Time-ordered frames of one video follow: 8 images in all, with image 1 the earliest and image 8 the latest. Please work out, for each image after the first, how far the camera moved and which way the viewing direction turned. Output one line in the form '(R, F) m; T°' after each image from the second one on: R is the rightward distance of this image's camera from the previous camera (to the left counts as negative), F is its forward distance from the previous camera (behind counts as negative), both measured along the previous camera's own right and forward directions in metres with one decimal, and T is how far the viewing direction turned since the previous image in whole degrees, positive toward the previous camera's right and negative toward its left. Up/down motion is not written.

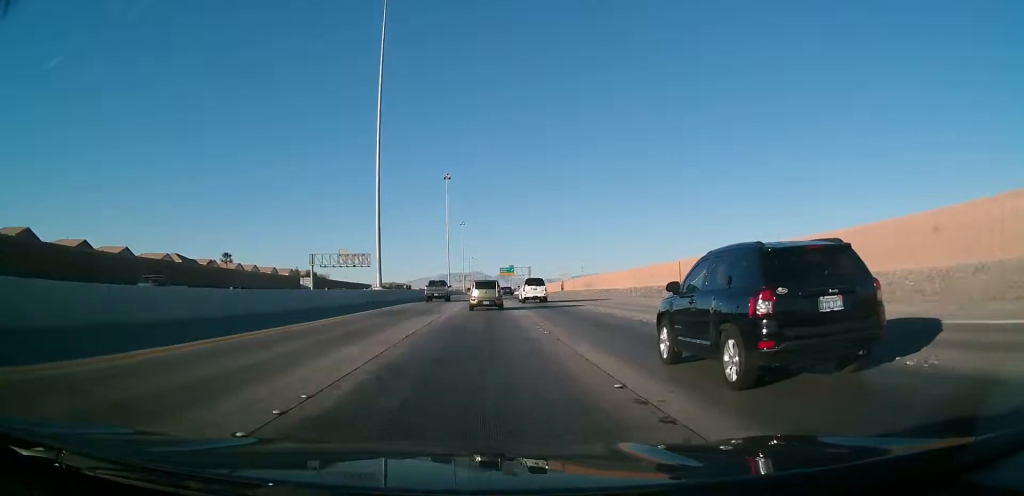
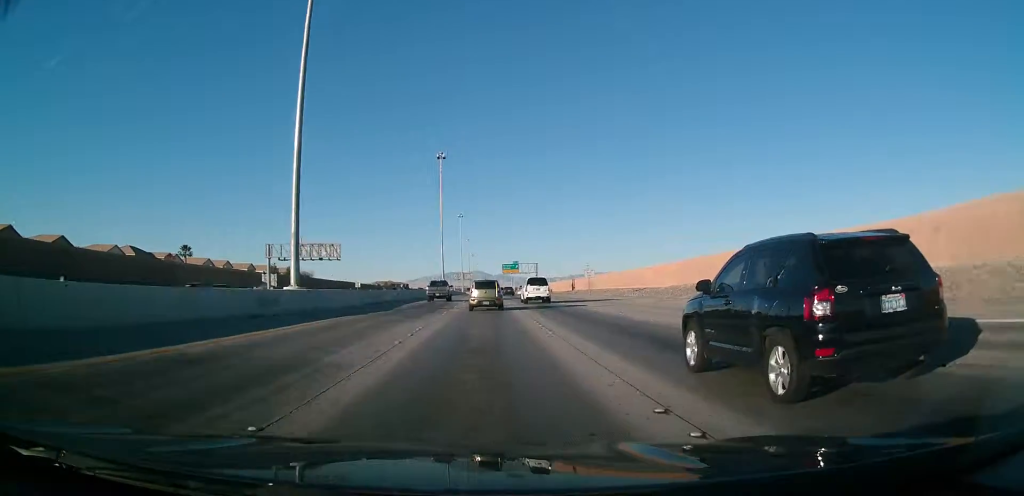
(+0.1, +26.1) m; +1°
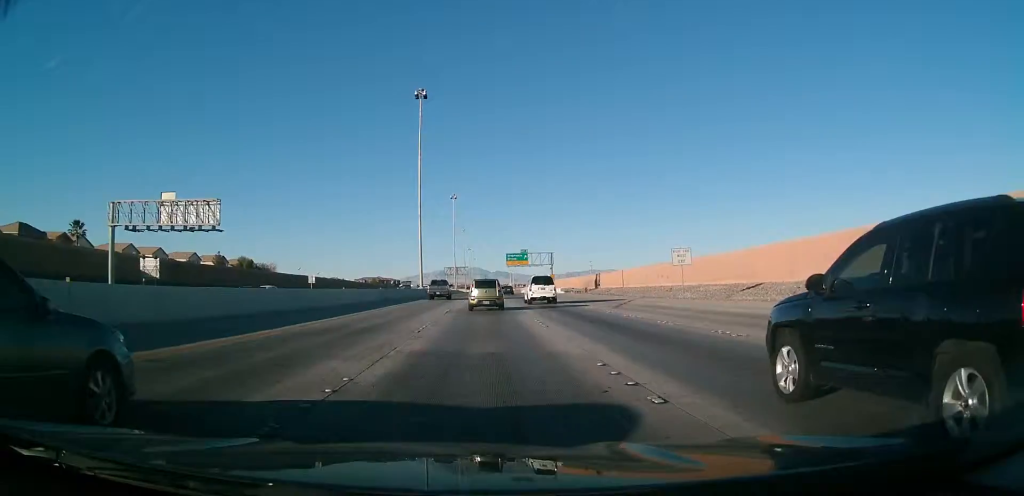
(+0.5, +45.4) m; +1°
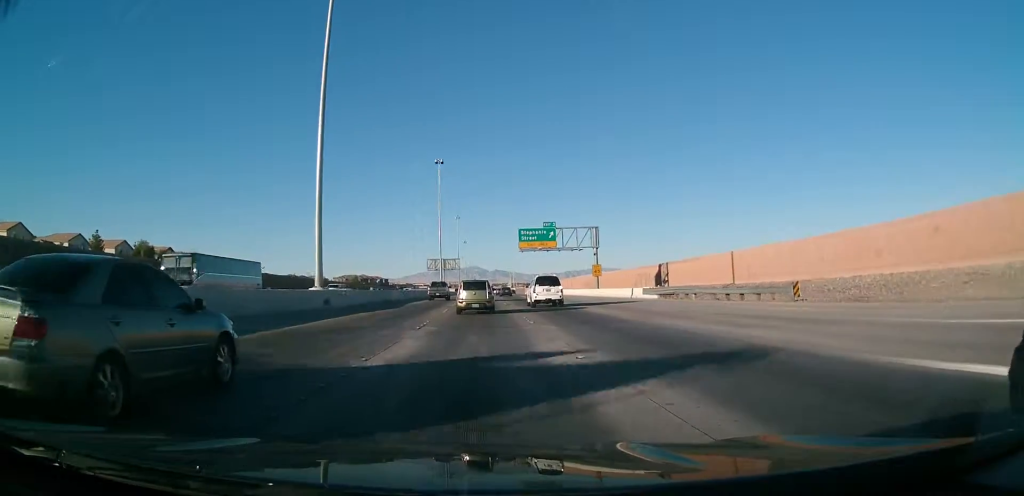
(-0.1, +58.6) m; 0°
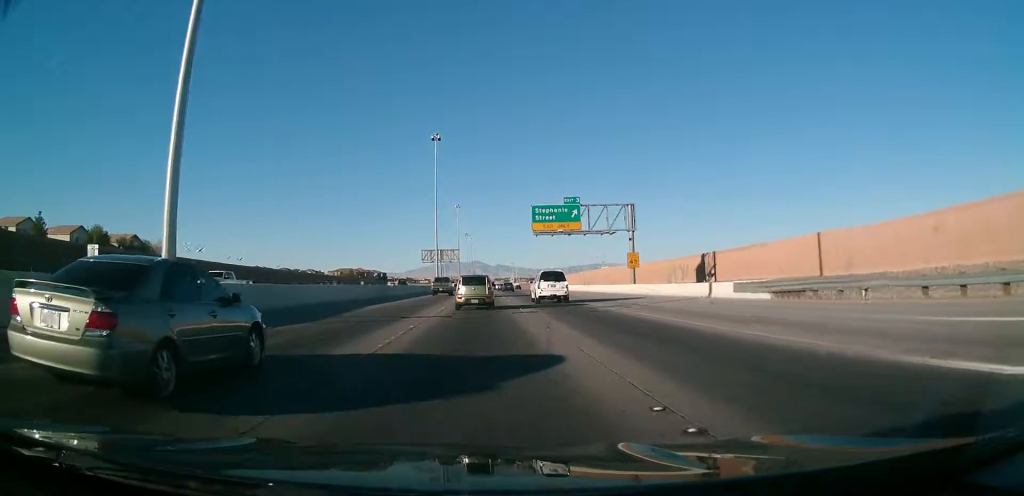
(0.0, +19.3) m; 0°
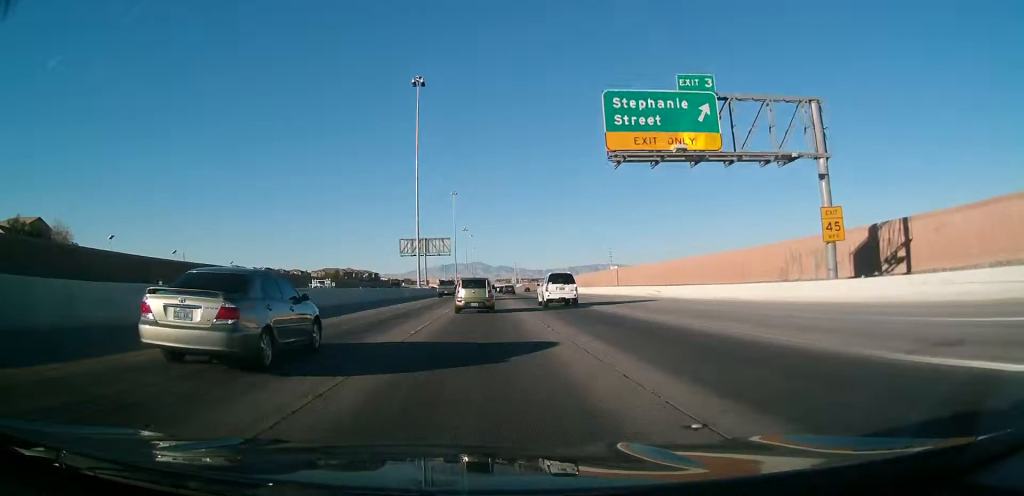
(0.0, +38.2) m; -1°
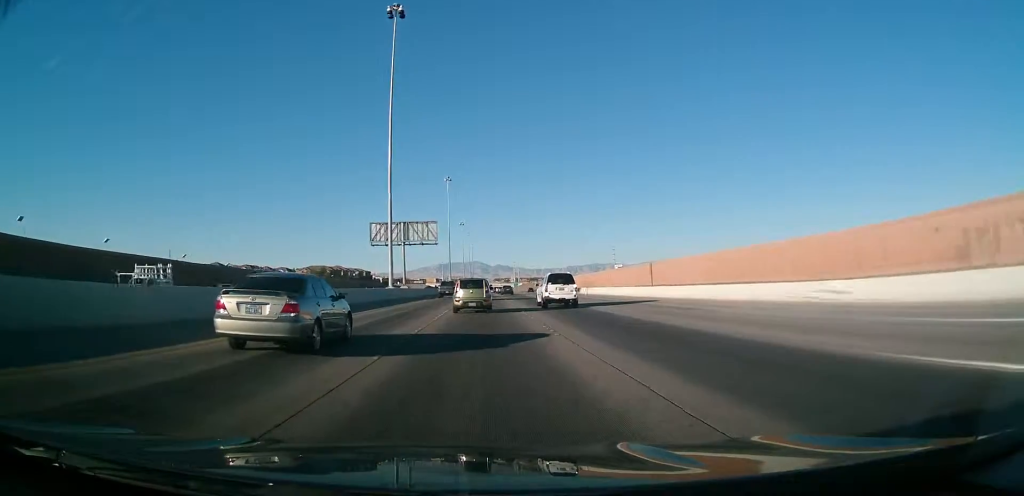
(-0.5, +25.7) m; 0°
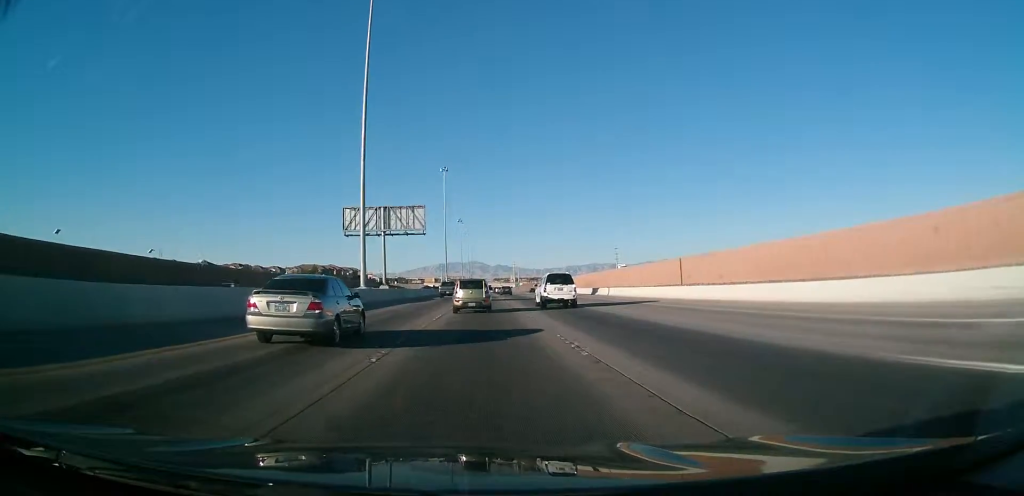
(0.0, +14.7) m; 0°
